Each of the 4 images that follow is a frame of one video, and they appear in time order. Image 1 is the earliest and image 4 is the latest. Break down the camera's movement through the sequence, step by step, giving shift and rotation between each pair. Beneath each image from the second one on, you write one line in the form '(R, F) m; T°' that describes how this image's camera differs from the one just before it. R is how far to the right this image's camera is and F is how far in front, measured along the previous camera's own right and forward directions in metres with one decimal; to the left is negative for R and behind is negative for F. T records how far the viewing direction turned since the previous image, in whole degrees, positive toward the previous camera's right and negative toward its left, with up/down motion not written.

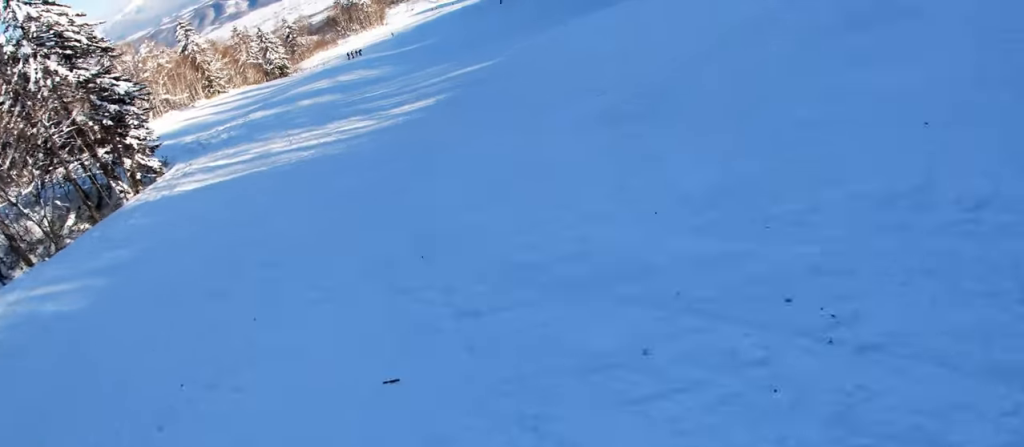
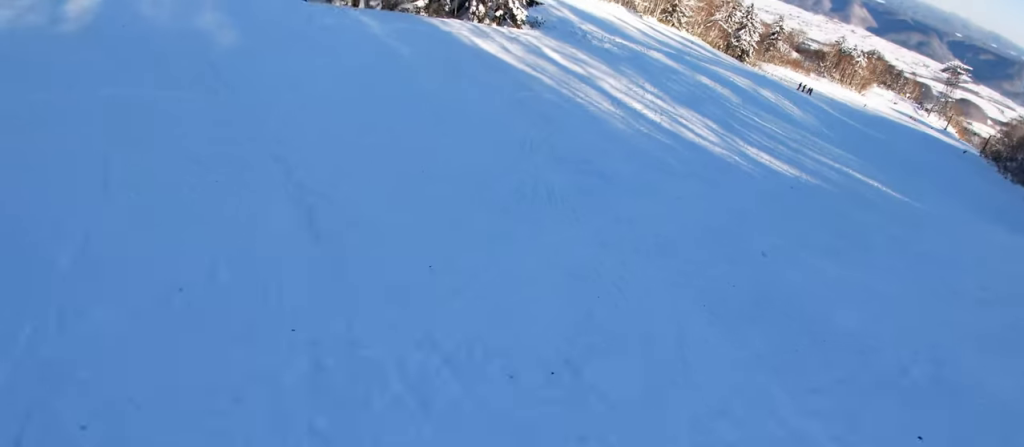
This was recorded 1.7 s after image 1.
(+1.3, +7.2) m; +1°
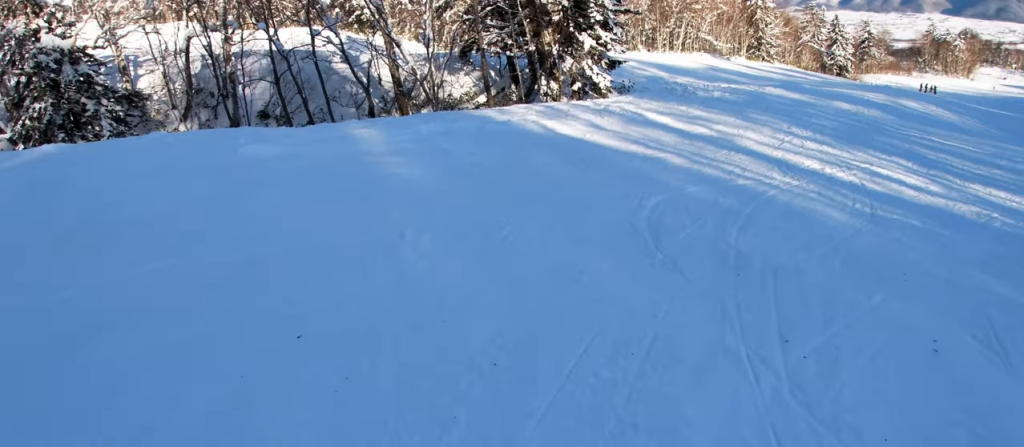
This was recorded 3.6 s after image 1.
(-3.8, +7.9) m; -40°
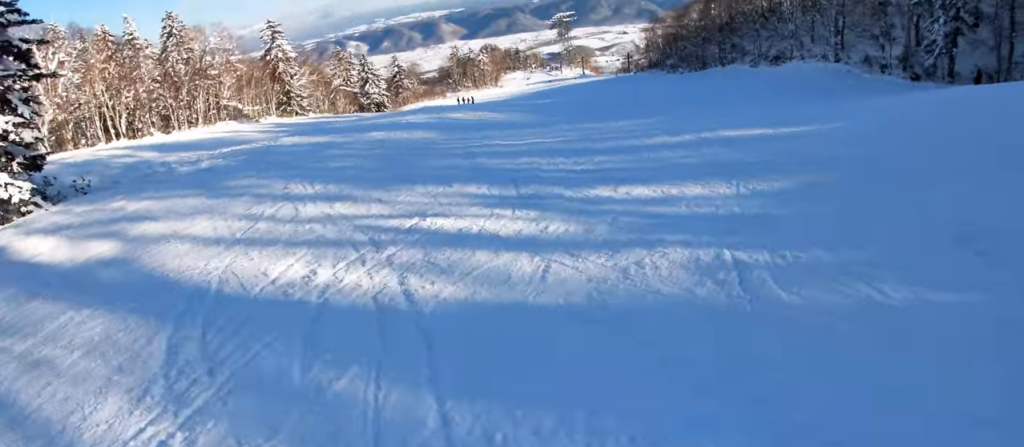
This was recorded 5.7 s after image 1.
(+3.1, +9.4) m; +39°
